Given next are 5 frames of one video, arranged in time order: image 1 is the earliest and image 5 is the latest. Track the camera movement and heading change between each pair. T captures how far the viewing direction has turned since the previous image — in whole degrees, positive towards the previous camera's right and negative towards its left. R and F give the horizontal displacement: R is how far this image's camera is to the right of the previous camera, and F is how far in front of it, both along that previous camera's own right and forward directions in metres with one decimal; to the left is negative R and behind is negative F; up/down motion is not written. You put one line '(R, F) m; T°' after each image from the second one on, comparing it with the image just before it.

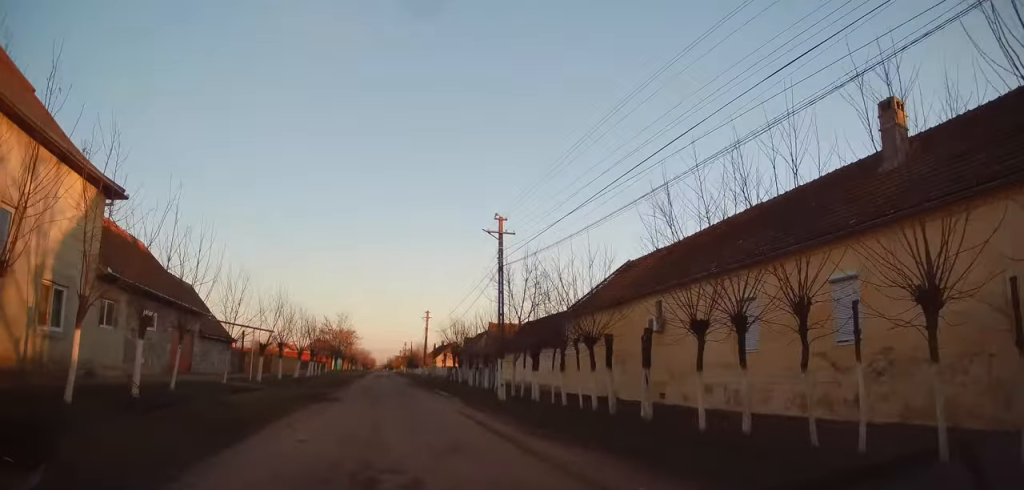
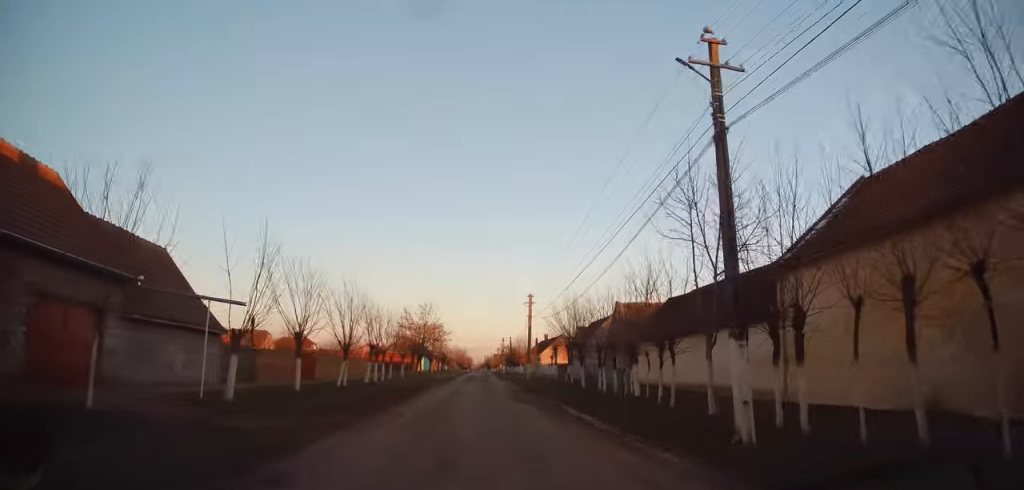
(-0.8, +11.9) m; -8°
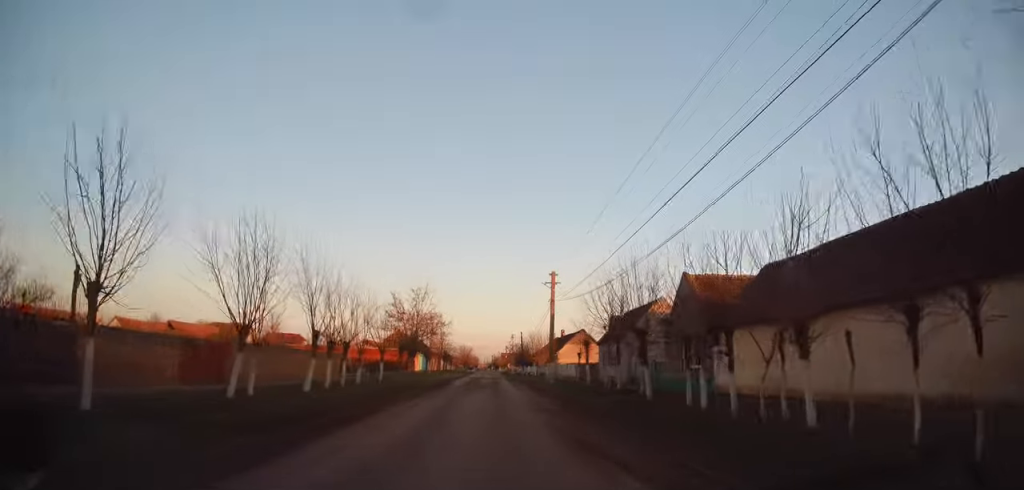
(-0.5, +11.2) m; -1°
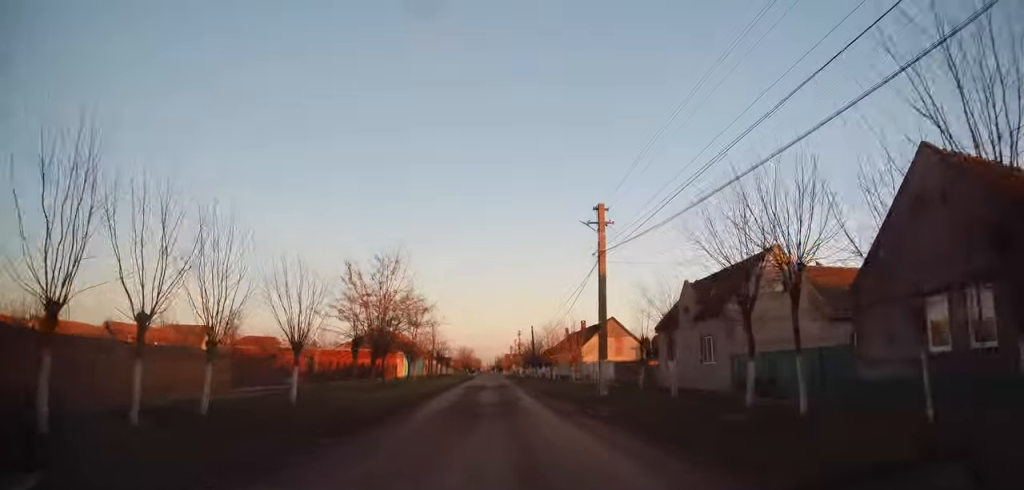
(+0.2, +16.3) m; -1°
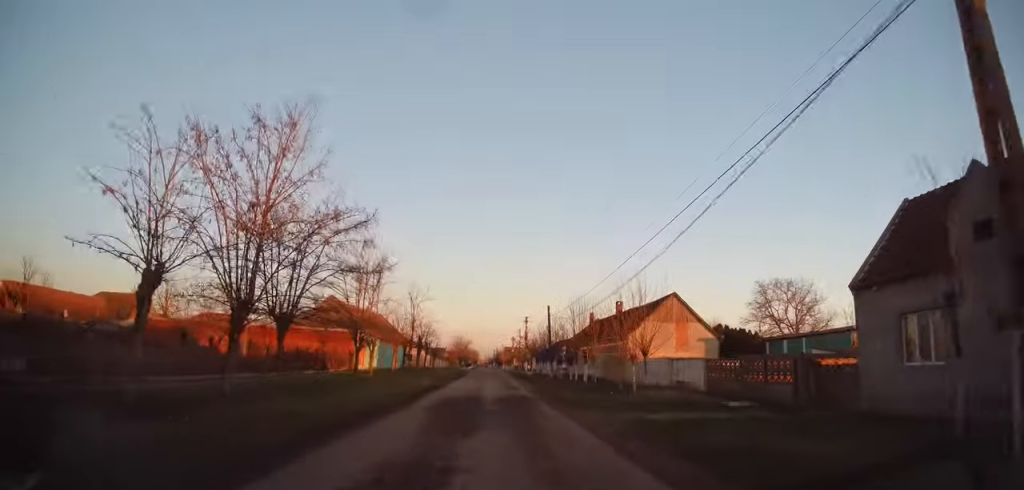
(+0.2, +18.8) m; +2°
